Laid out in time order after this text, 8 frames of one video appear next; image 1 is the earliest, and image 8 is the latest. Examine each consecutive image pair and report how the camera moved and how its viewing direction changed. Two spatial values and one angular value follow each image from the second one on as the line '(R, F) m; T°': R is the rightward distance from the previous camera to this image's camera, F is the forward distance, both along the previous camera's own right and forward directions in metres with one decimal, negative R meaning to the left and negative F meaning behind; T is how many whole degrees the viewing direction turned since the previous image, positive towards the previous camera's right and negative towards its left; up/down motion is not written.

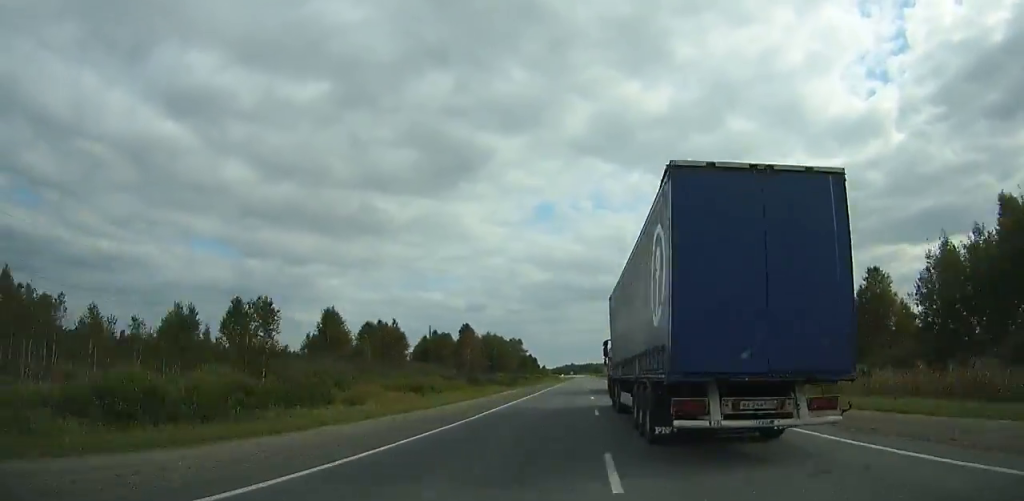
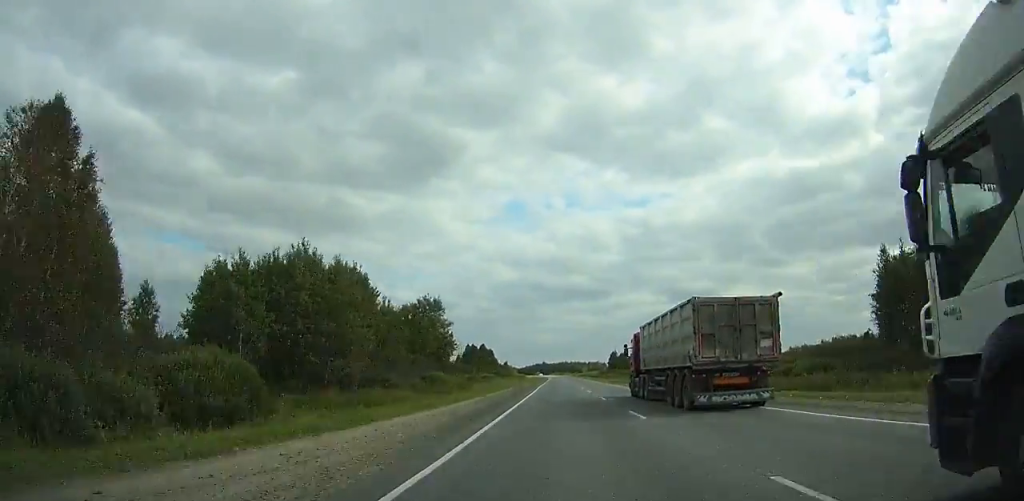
(-0.4, +85.4) m; 0°
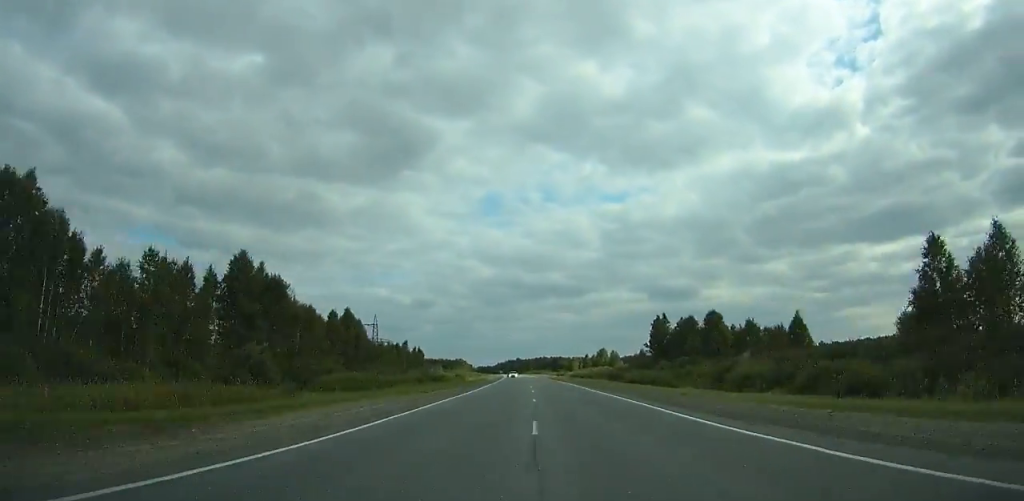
(+2.7, +139.6) m; +1°
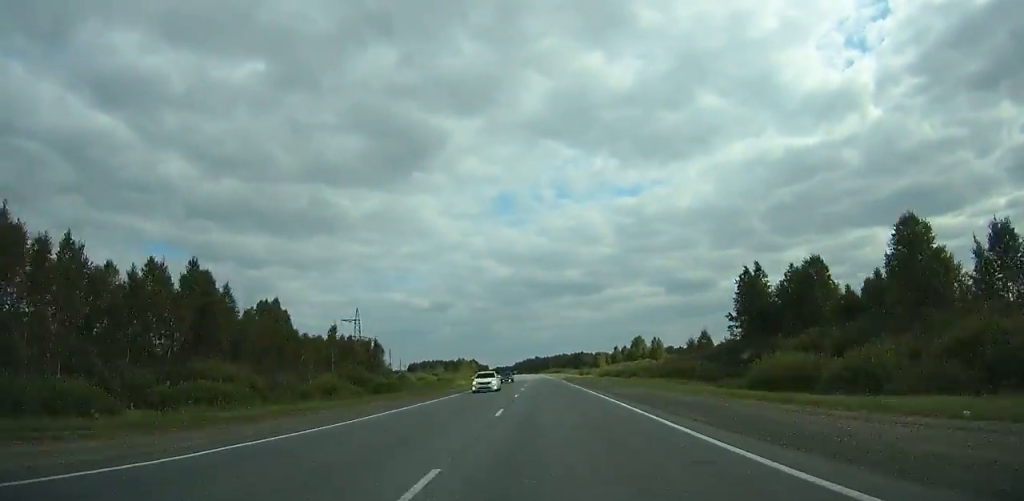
(+0.4, +41.7) m; -1°
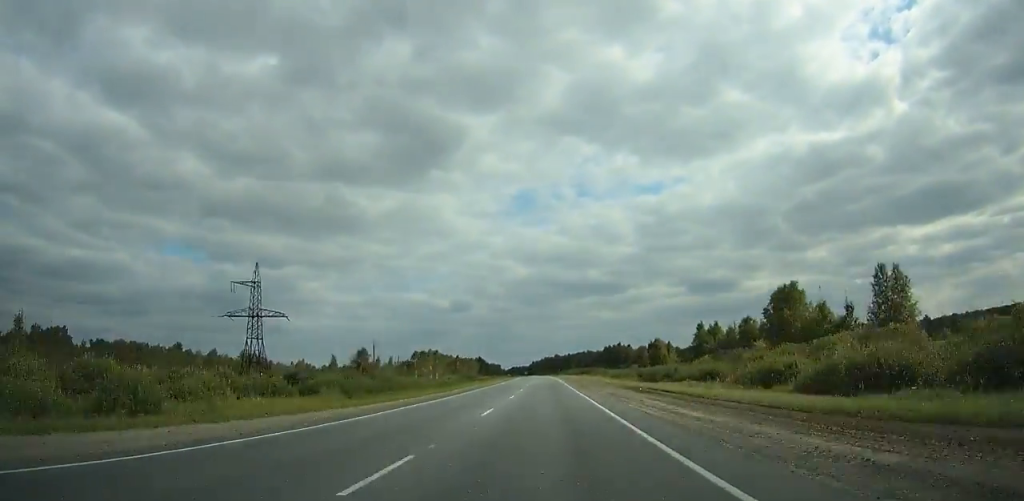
(-1.3, +83.6) m; -2°
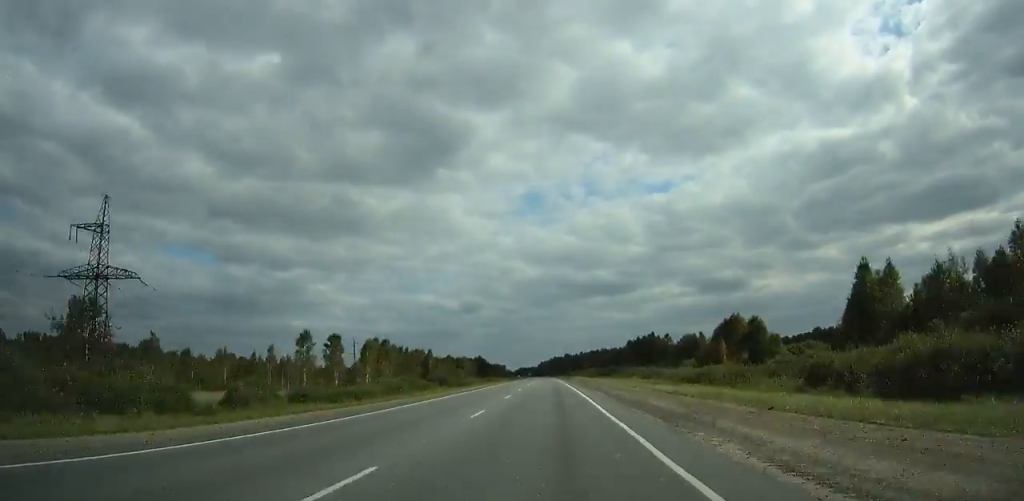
(-0.5, +50.7) m; -1°
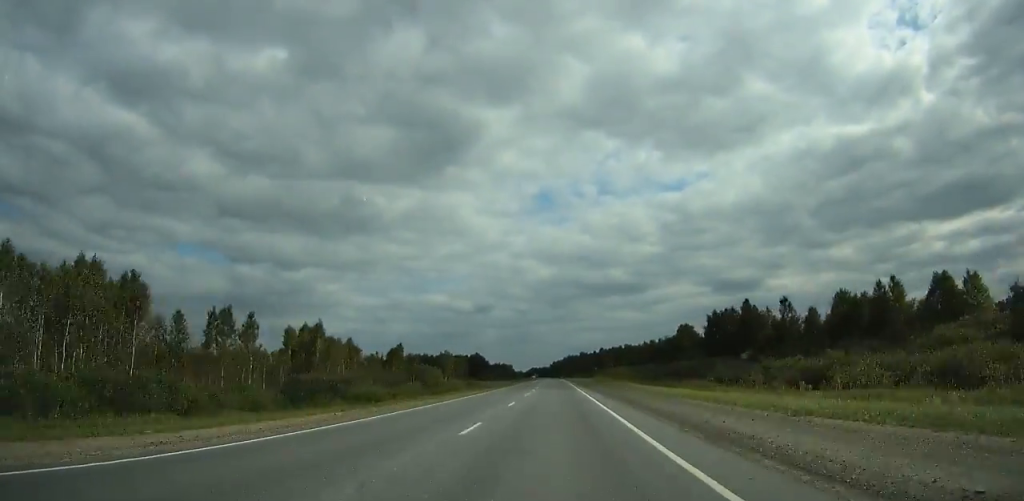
(-0.7, +65.3) m; -1°
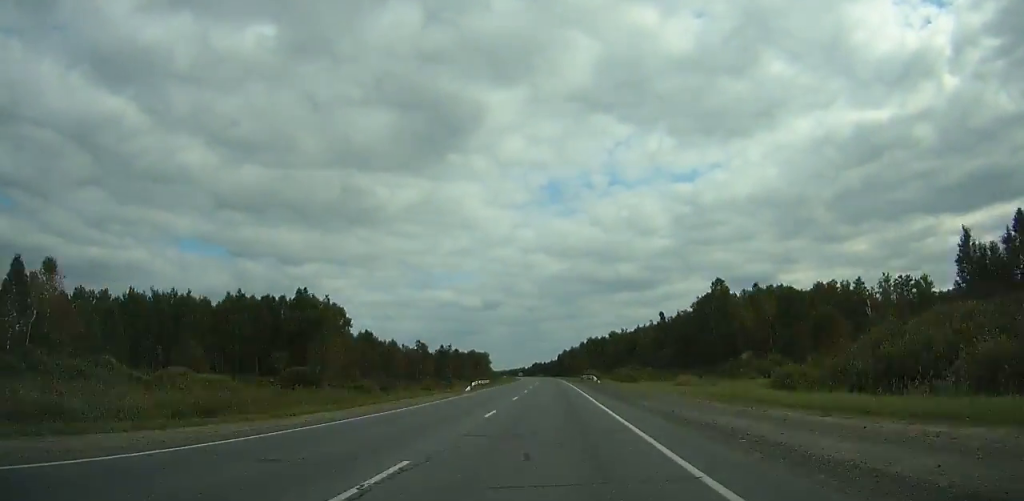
(-3.0, +201.5) m; -2°
